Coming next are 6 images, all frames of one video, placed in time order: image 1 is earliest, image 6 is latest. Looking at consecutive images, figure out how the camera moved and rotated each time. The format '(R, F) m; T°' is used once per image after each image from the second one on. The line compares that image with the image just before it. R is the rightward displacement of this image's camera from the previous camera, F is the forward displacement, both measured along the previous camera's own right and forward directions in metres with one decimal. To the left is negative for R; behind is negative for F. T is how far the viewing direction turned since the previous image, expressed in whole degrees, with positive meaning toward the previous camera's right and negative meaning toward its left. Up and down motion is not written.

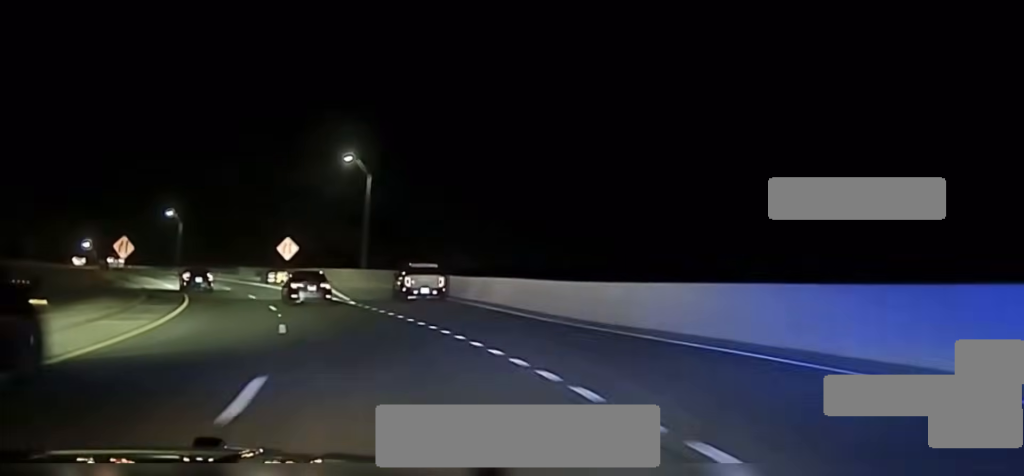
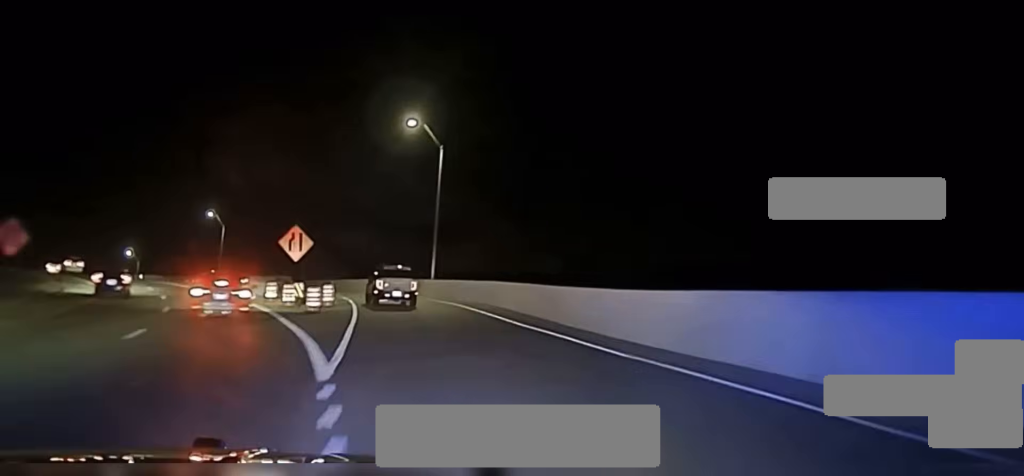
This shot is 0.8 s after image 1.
(-1.7, +26.6) m; -6°
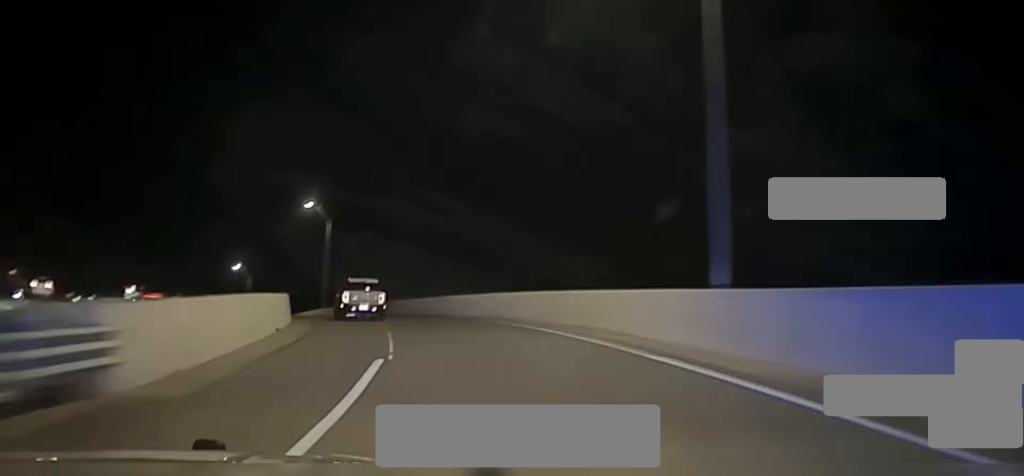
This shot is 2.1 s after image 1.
(-3.5, +42.0) m; -11°
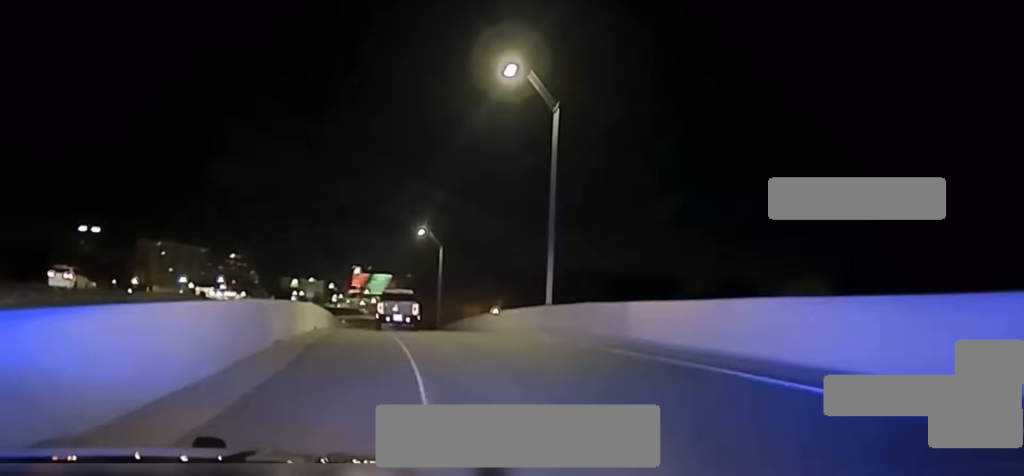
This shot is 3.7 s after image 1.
(-8.0, +53.2) m; -14°
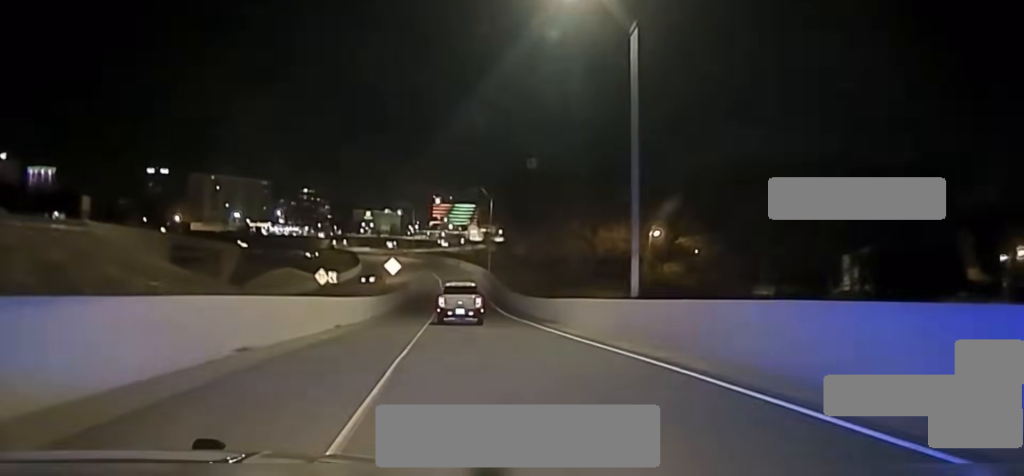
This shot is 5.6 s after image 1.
(-3.3, +67.4) m; -3°
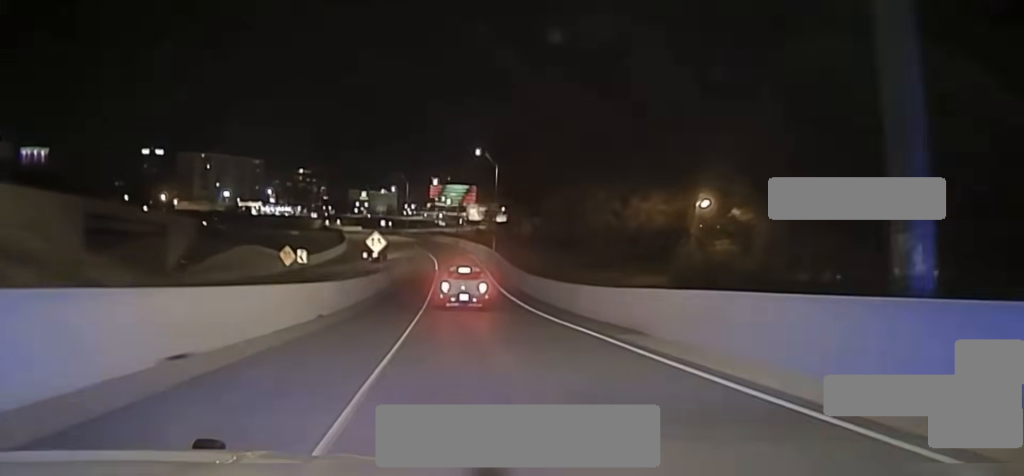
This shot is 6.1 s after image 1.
(0.0, +19.2) m; 0°
